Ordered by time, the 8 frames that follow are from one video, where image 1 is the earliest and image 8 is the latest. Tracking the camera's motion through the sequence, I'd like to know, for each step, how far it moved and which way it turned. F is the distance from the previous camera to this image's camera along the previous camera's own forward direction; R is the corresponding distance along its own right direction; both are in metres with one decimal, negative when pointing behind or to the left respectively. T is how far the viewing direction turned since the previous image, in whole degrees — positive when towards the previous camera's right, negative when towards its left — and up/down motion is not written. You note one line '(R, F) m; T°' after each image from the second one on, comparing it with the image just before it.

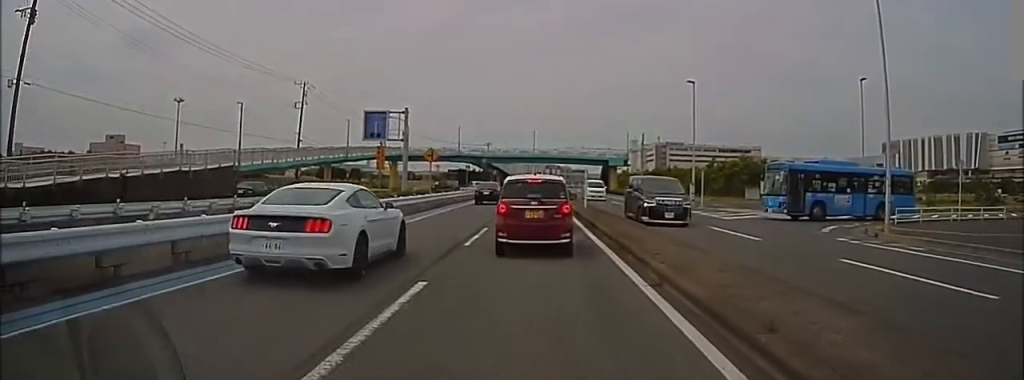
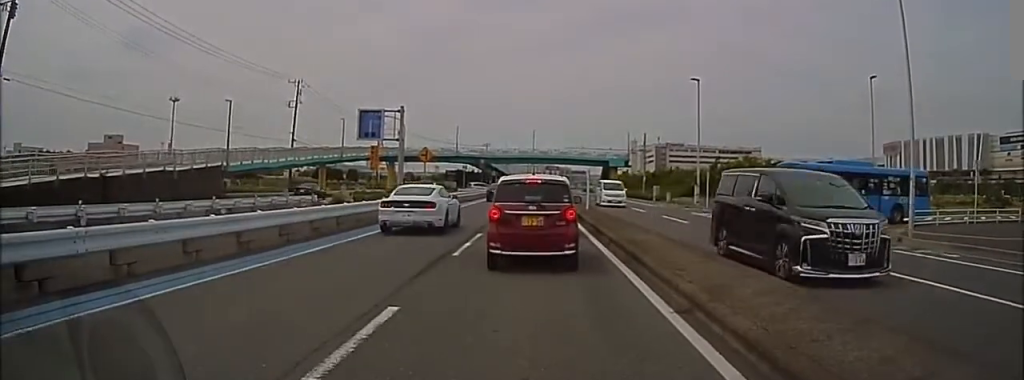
(0.0, +1.4) m; +1°
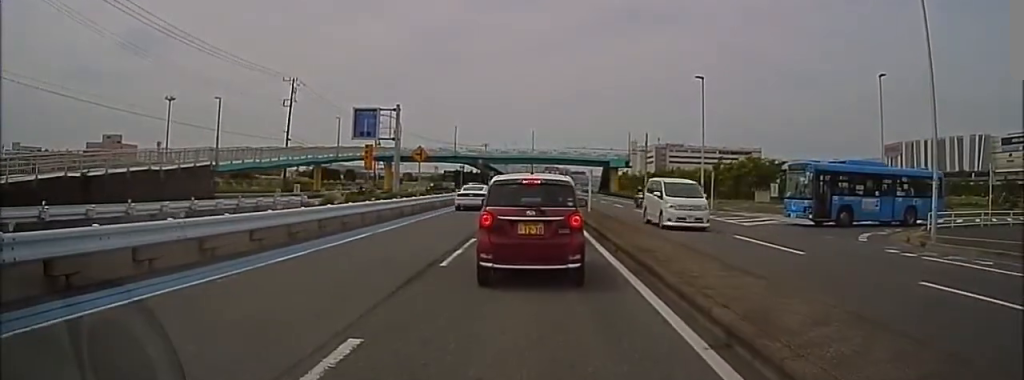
(0.0, +0.9) m; 0°
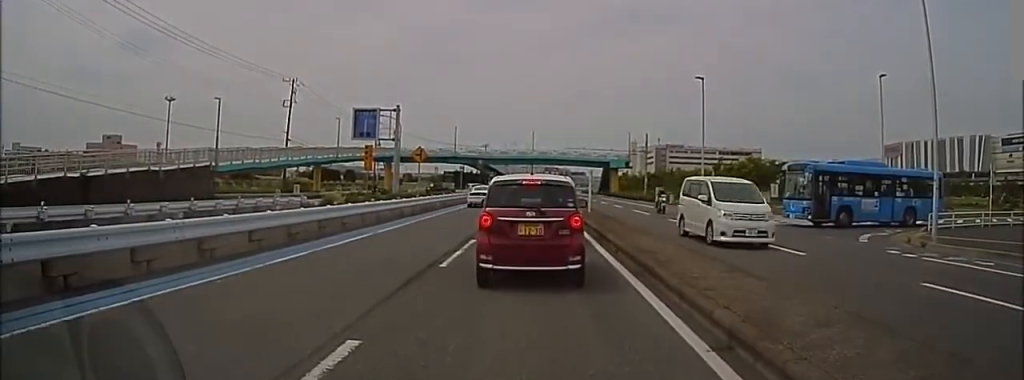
(0.0, 0.0) m; 0°
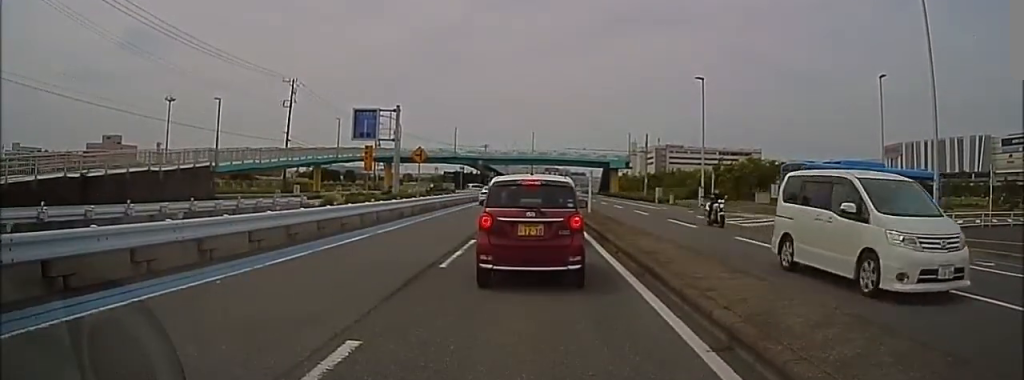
(0.0, 0.0) m; 0°
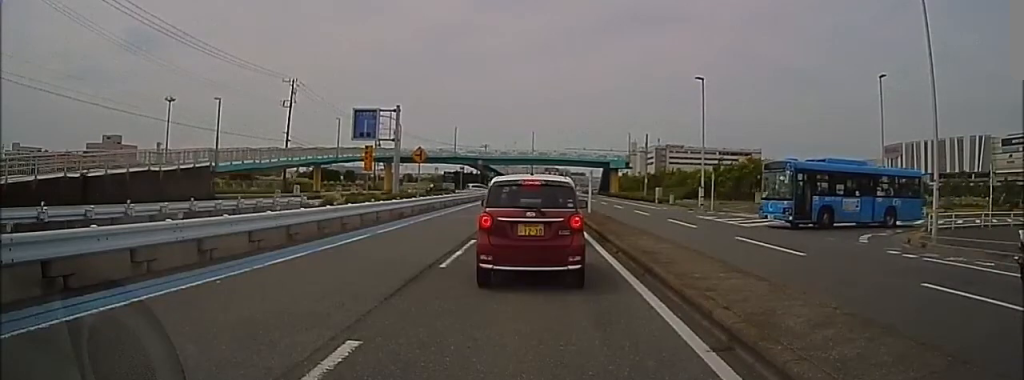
(0.0, 0.0) m; 0°
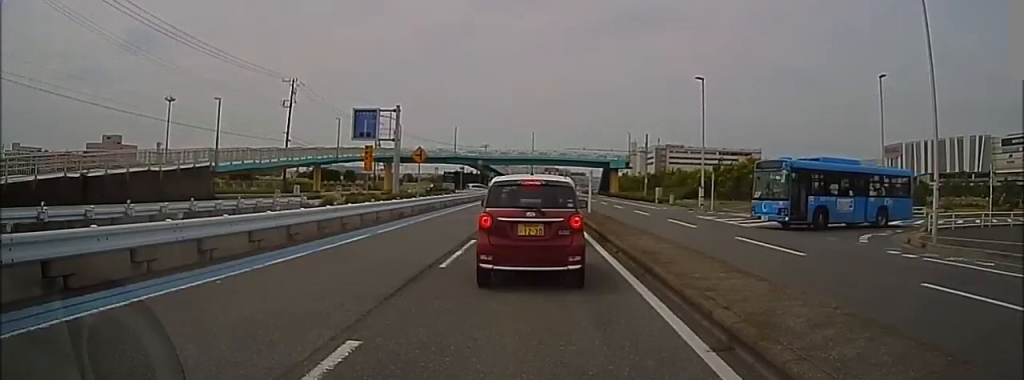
(0.0, 0.0) m; 0°
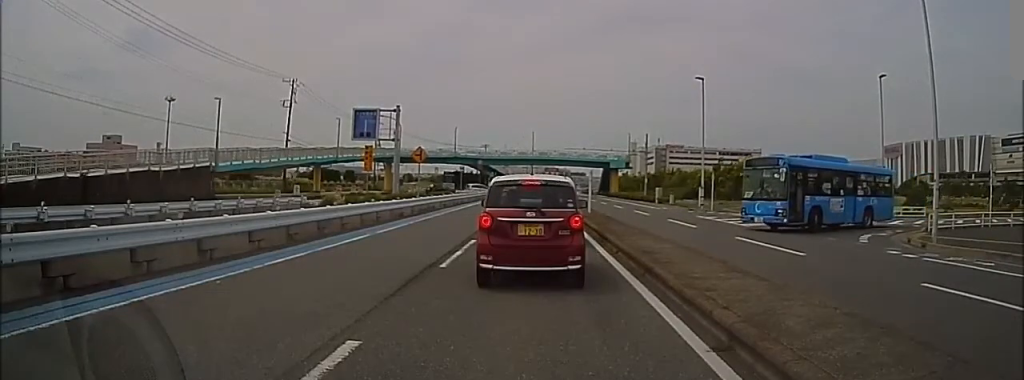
(0.0, 0.0) m; 0°
